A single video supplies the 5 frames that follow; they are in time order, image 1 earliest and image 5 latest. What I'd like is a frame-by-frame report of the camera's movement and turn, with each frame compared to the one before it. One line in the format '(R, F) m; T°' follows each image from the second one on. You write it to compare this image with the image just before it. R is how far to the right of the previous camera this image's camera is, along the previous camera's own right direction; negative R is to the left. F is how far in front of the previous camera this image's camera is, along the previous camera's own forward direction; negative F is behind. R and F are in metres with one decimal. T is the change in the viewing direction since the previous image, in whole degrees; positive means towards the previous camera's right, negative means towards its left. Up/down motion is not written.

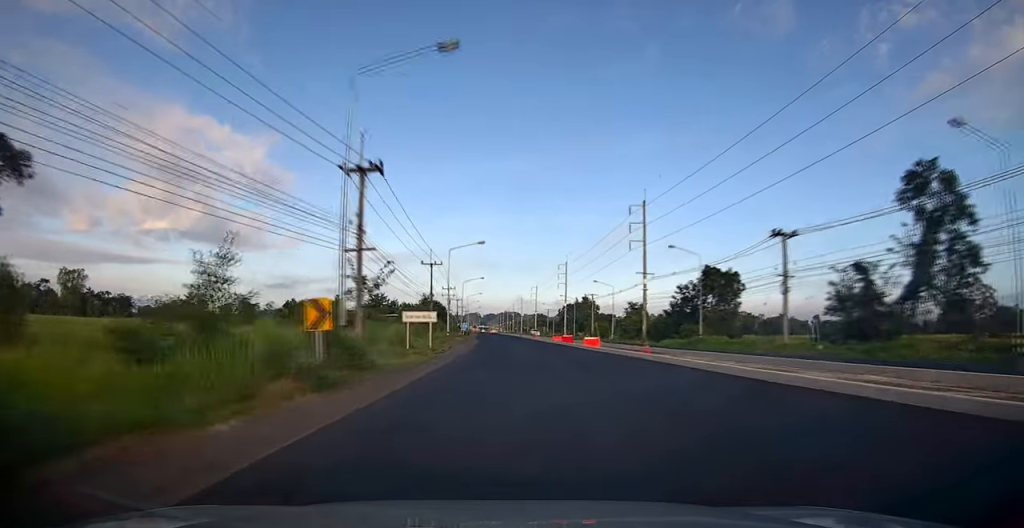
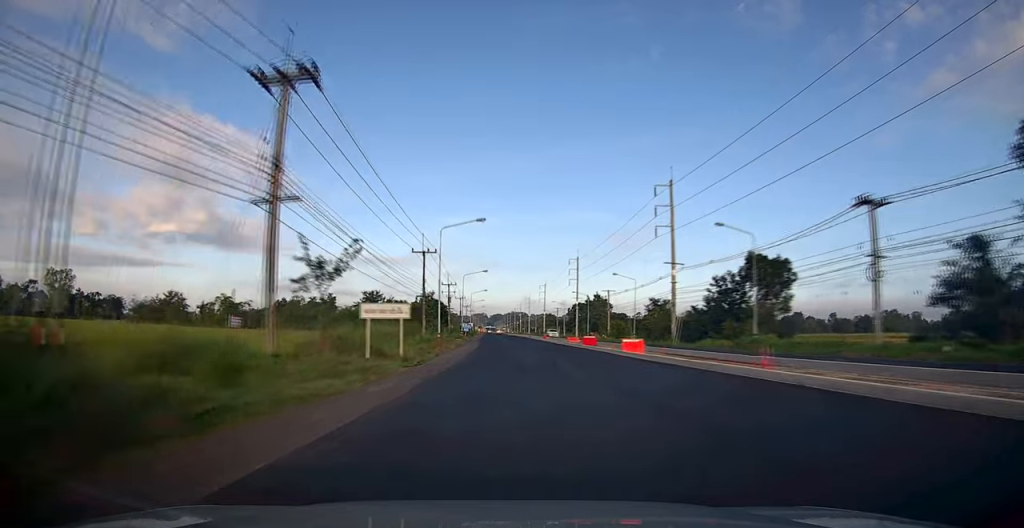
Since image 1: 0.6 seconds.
(-0.1, +11.0) m; -1°
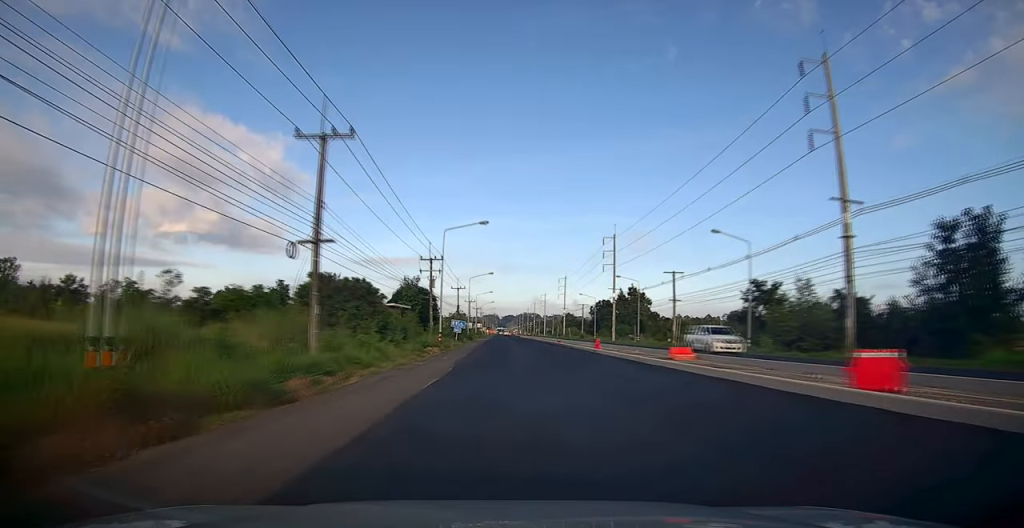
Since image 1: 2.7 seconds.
(-0.3, +34.9) m; 0°
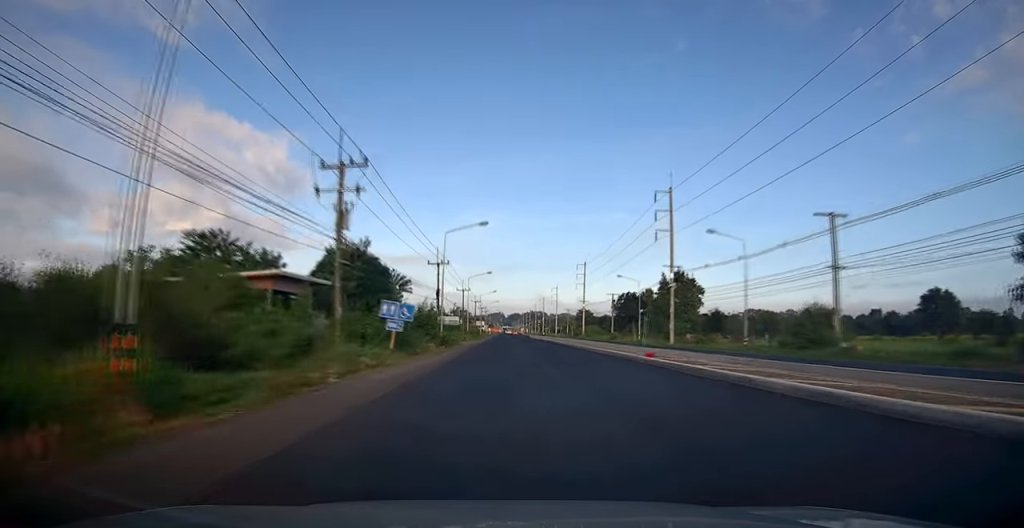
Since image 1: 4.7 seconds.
(-0.4, +34.8) m; -1°
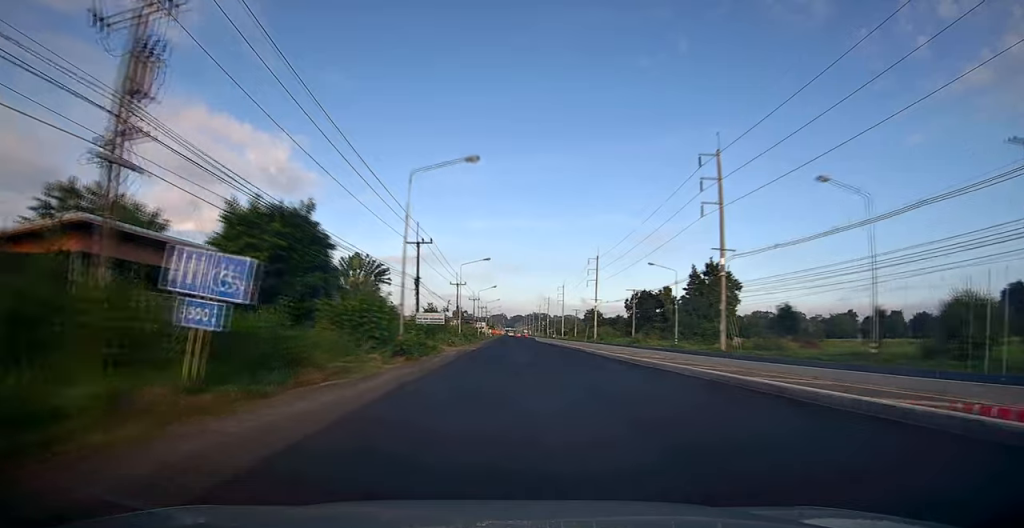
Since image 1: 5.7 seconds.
(0.0, +16.5) m; 0°
